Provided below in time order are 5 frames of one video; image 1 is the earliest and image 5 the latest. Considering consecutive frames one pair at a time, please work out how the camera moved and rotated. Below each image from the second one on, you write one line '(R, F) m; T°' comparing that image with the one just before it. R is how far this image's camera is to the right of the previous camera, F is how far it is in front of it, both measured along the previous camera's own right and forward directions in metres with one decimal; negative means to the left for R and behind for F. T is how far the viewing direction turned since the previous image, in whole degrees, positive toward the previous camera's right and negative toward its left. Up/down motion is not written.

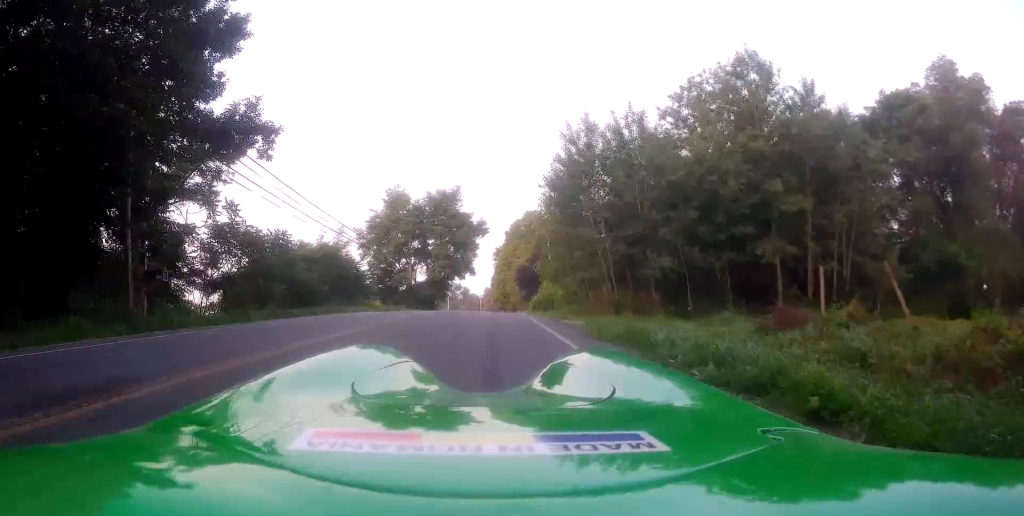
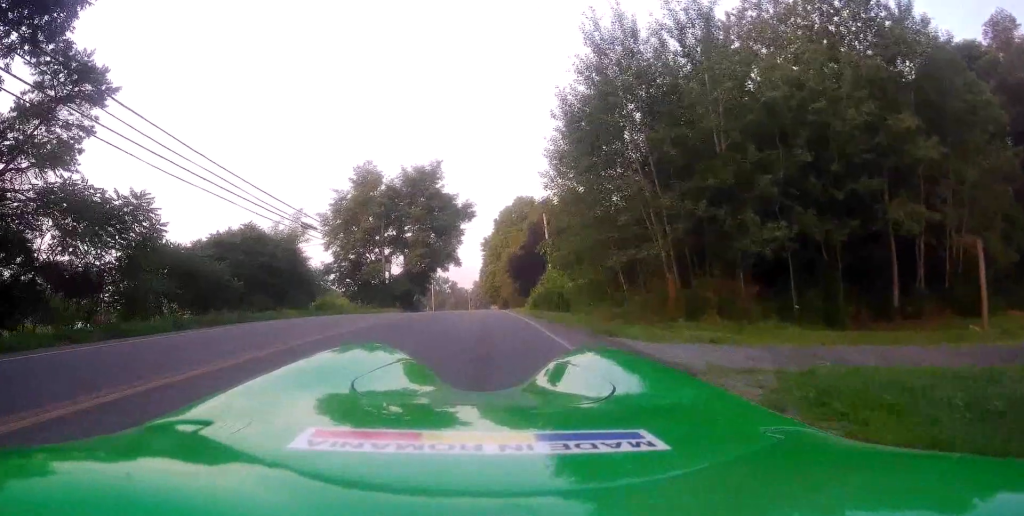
(-0.4, +14.2) m; +1°
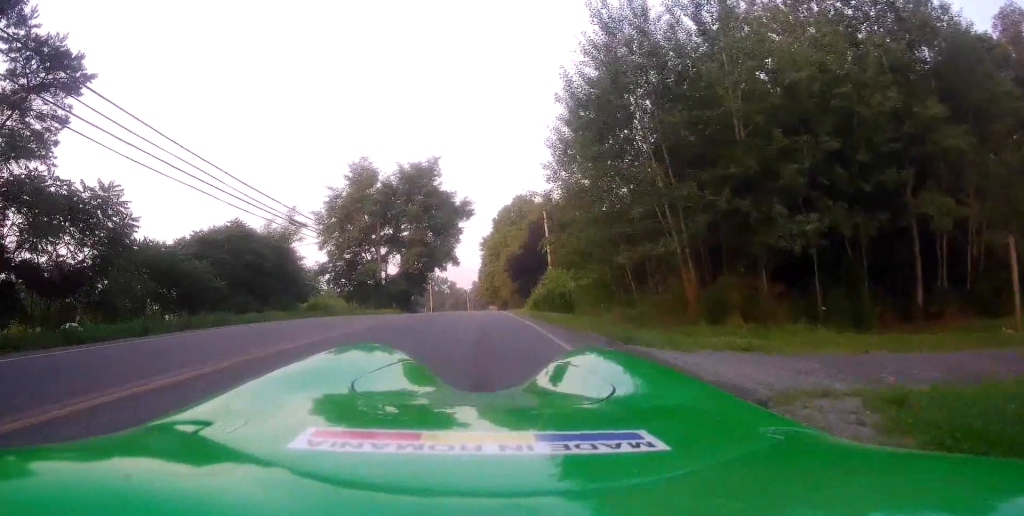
(0.0, +1.9) m; 0°
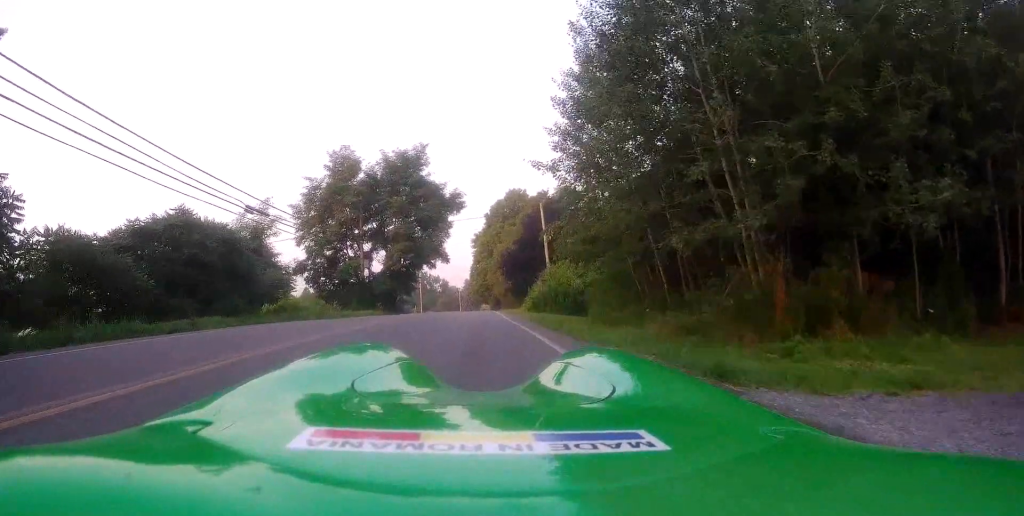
(+0.1, +5.6) m; +3°
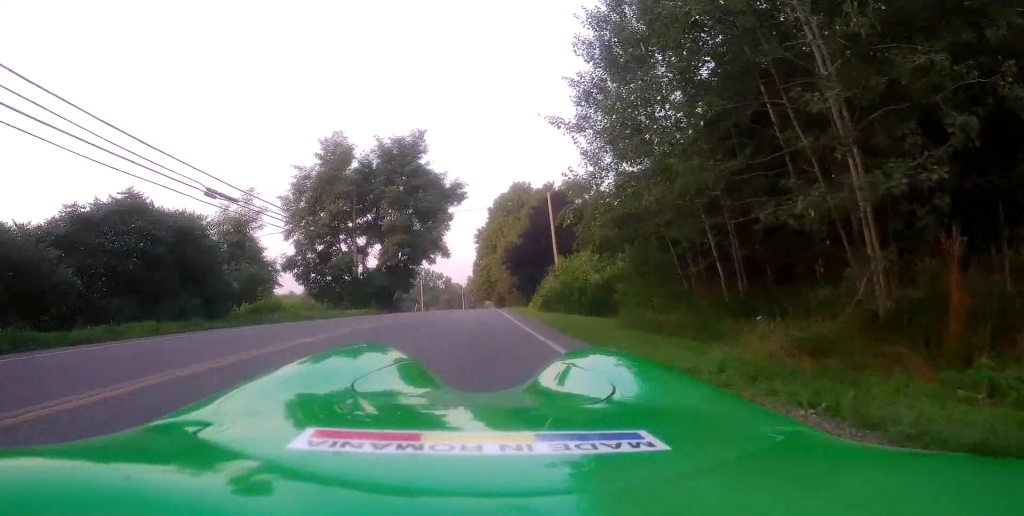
(+0.1, +4.4) m; -1°
